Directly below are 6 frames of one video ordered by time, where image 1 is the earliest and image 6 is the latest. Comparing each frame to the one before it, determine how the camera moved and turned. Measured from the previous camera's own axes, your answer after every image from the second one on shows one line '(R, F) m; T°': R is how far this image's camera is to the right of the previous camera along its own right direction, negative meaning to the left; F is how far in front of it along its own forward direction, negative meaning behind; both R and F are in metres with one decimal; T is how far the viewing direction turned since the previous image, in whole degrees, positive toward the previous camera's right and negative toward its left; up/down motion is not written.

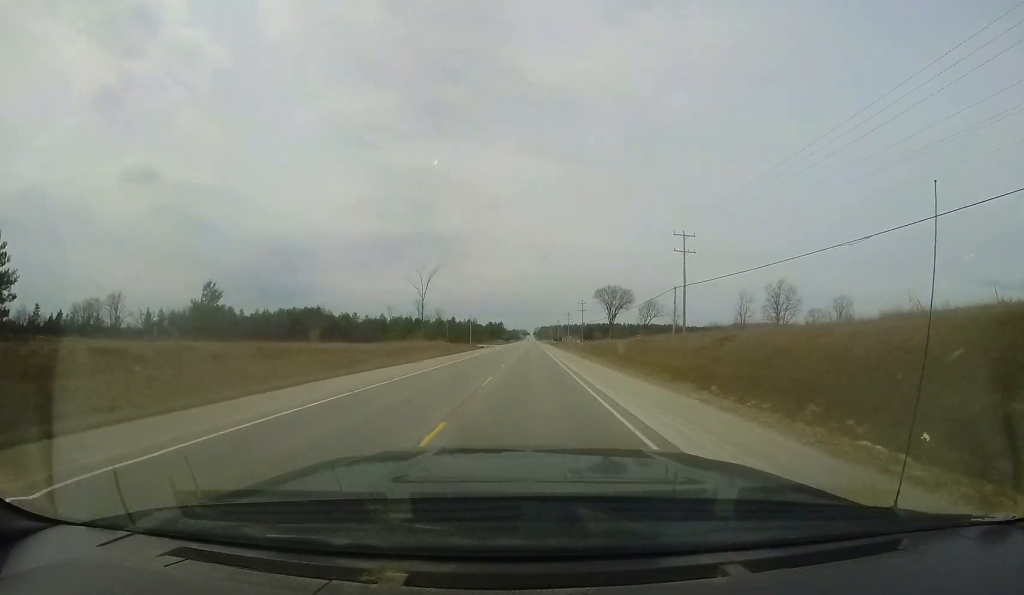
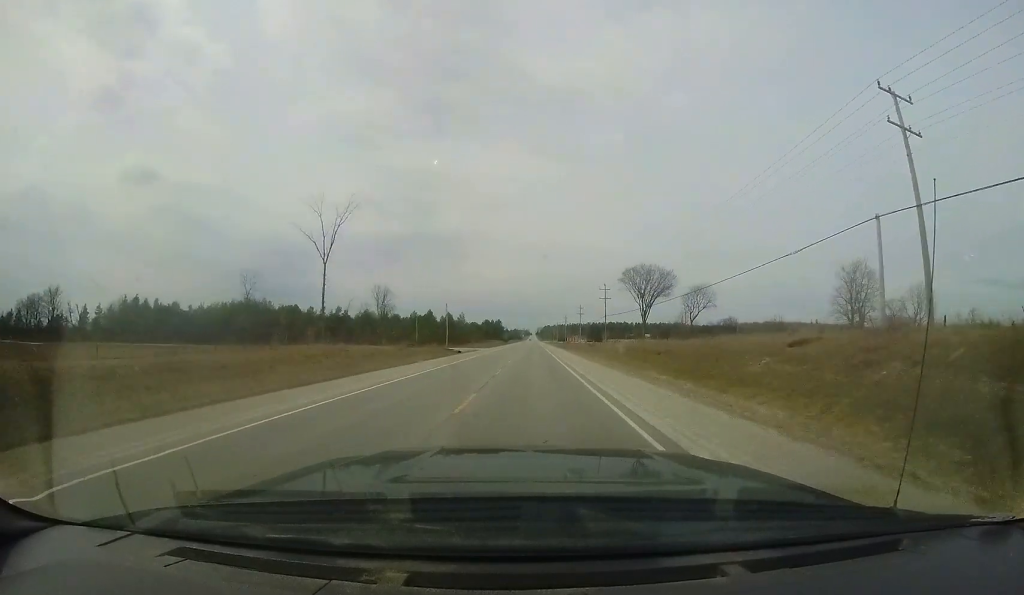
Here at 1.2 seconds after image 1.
(+0.2, +32.0) m; 0°
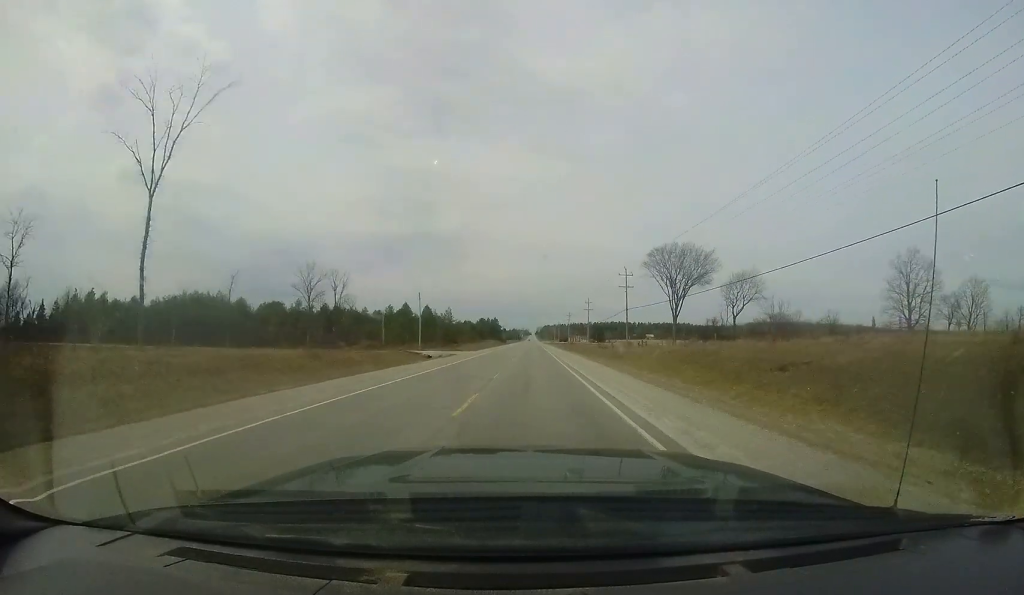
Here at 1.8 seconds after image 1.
(-0.1, +18.2) m; -1°
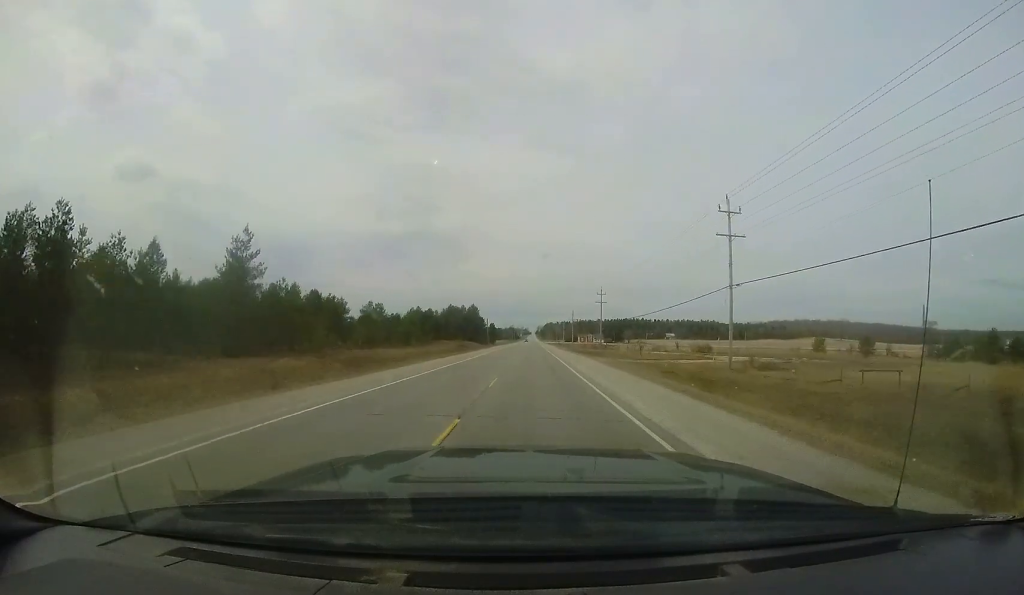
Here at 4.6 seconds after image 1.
(-1.4, +75.1) m; 0°
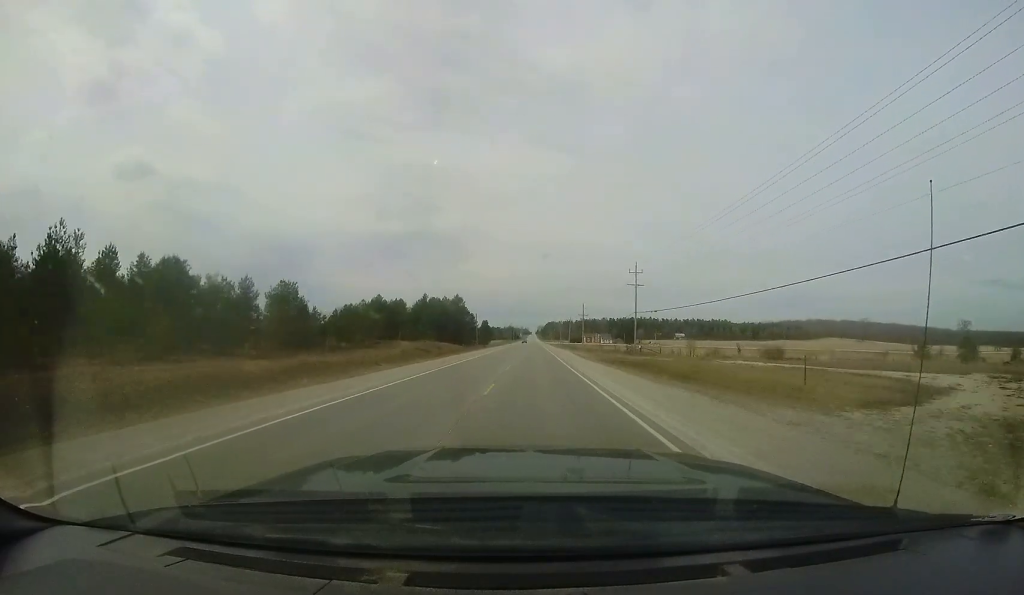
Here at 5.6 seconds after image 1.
(+0.5, +28.1) m; +1°
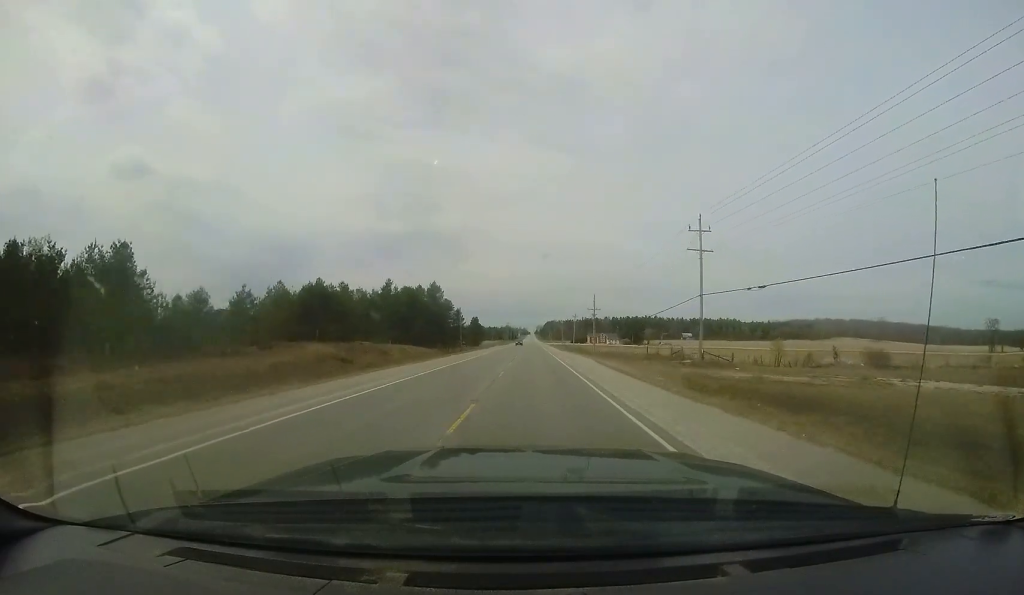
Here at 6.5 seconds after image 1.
(+0.1, +22.7) m; 0°
